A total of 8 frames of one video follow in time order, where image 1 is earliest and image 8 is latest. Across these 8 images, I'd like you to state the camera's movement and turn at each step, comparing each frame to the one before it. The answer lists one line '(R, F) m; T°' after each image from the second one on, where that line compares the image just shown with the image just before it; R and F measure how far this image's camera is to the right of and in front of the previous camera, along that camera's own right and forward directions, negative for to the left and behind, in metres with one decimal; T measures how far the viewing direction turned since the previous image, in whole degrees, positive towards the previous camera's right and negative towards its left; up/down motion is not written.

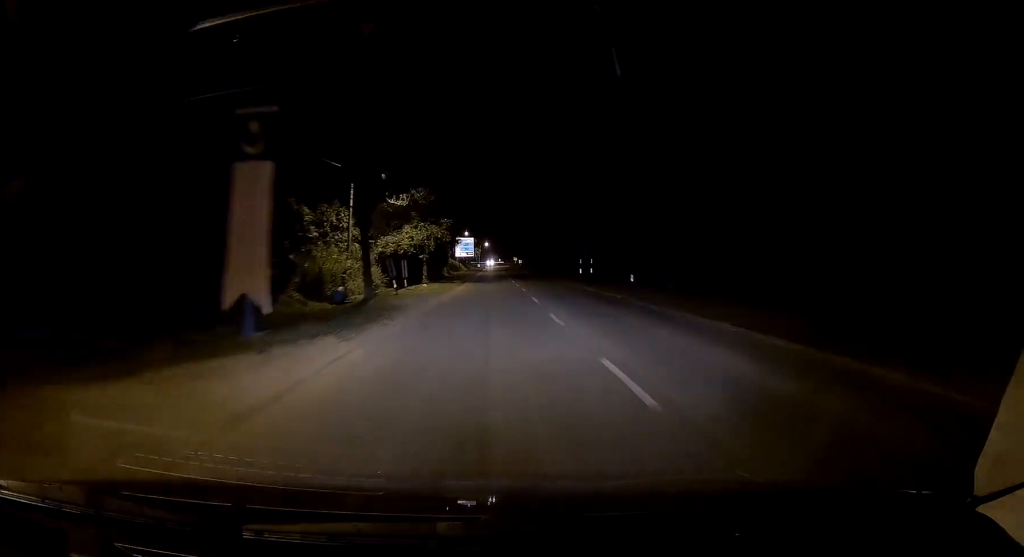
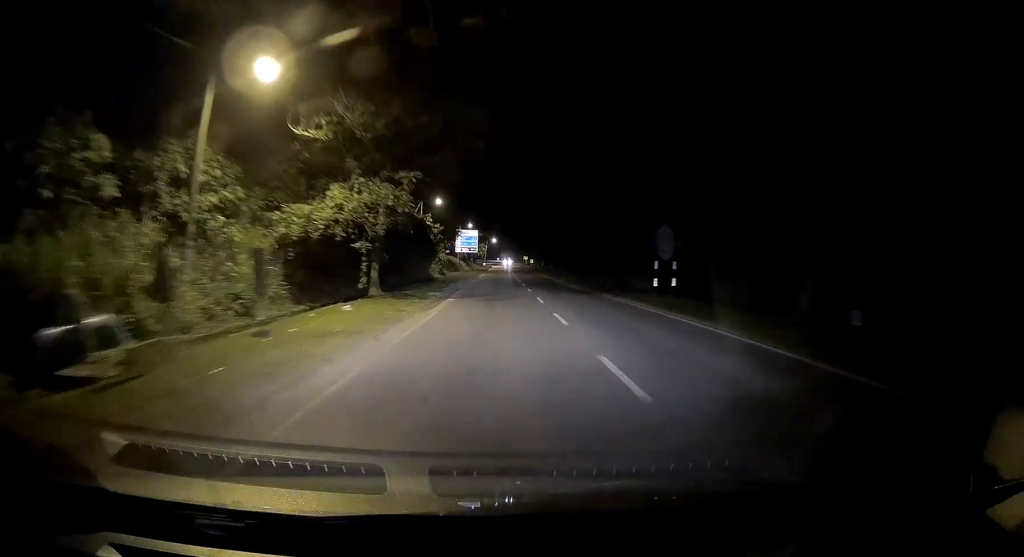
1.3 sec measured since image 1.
(-0.1, +21.4) m; +1°
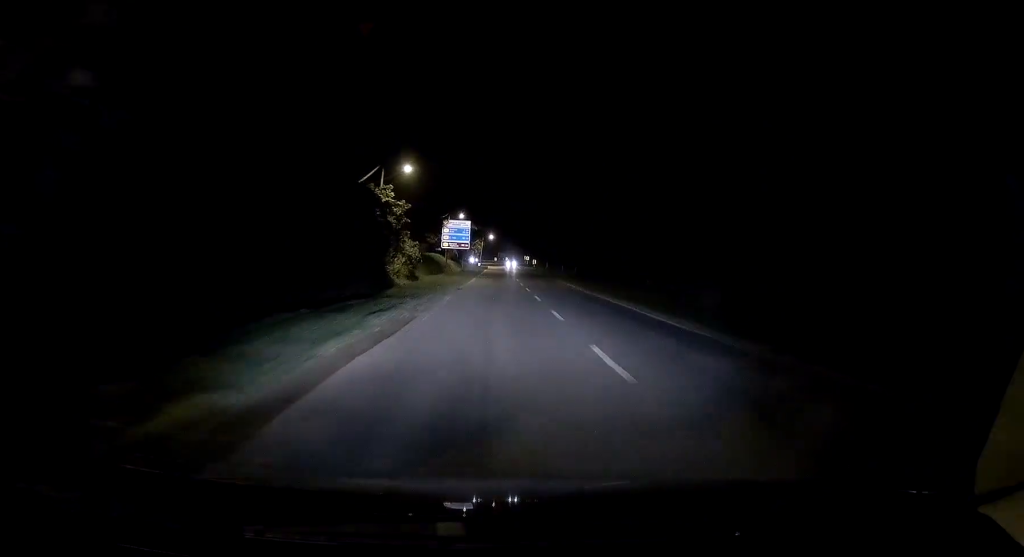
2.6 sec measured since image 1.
(+0.5, +21.0) m; +1°
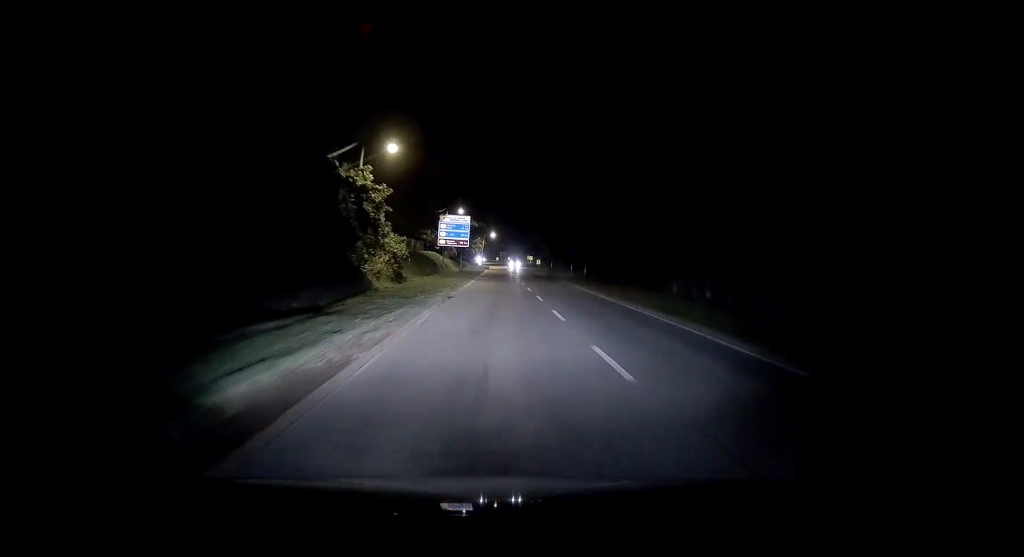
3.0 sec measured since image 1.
(+0.2, +7.2) m; 0°
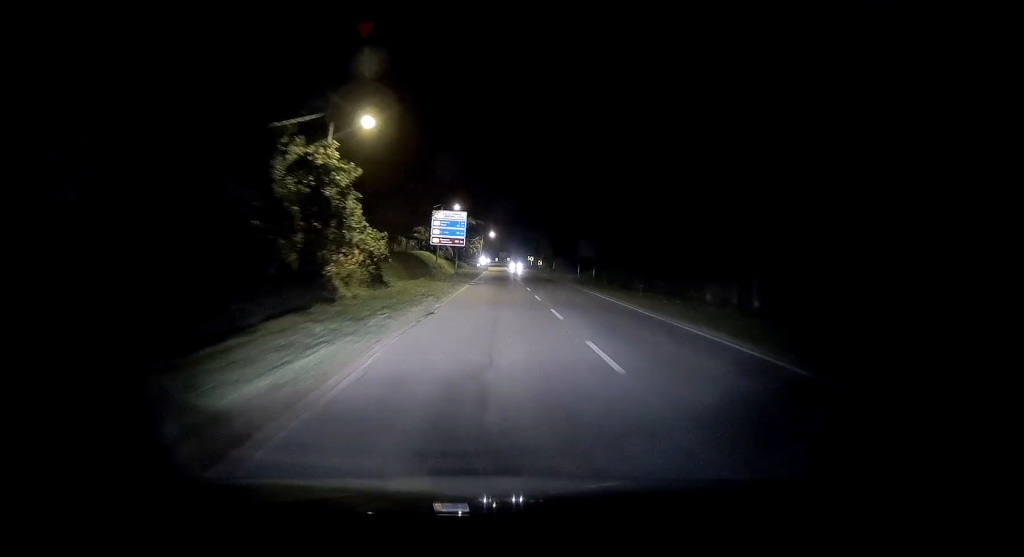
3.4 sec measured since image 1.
(-0.2, +6.6) m; -1°
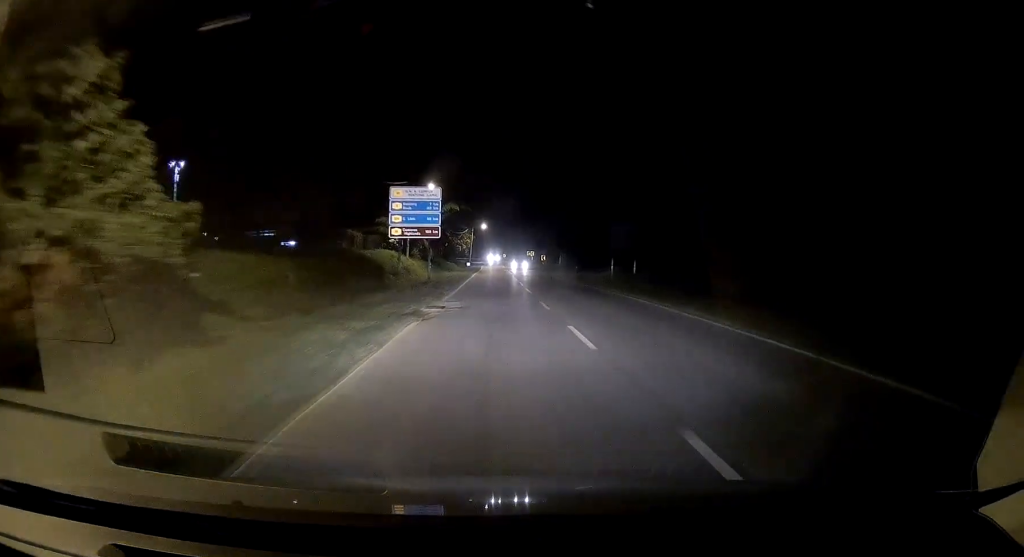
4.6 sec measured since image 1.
(-0.4, +20.4) m; 0°
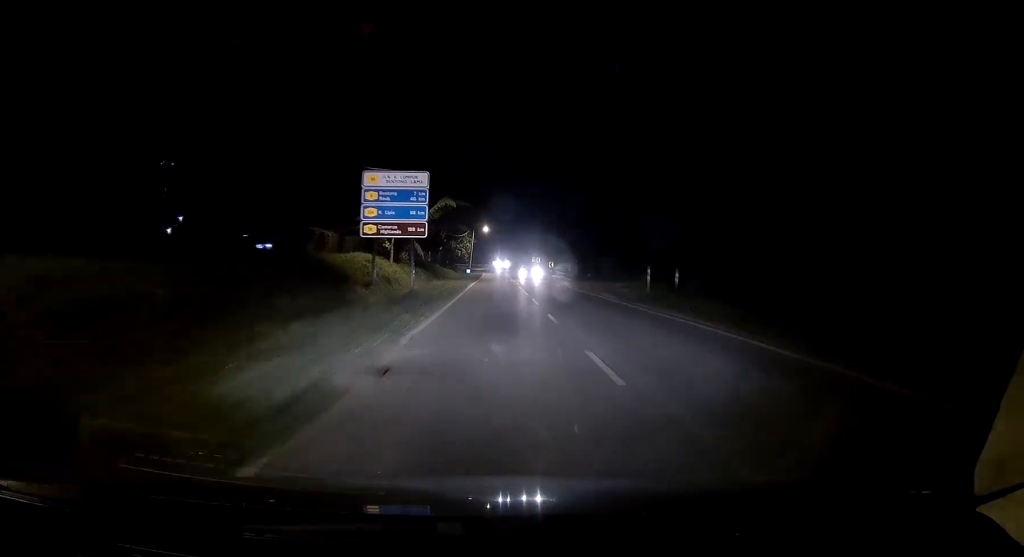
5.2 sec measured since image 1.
(+0.1, +9.4) m; 0°
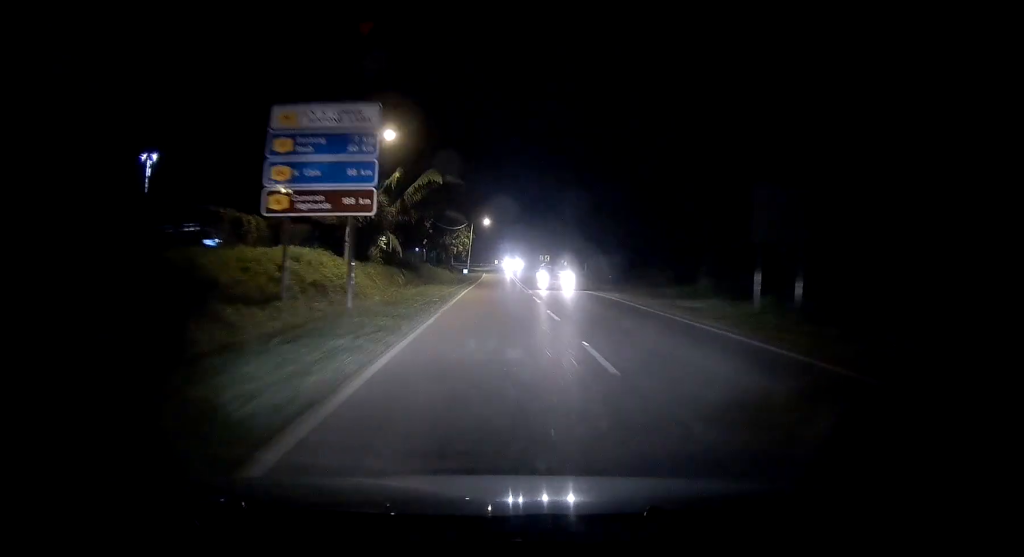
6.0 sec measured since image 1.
(+0.4, +13.8) m; 0°
